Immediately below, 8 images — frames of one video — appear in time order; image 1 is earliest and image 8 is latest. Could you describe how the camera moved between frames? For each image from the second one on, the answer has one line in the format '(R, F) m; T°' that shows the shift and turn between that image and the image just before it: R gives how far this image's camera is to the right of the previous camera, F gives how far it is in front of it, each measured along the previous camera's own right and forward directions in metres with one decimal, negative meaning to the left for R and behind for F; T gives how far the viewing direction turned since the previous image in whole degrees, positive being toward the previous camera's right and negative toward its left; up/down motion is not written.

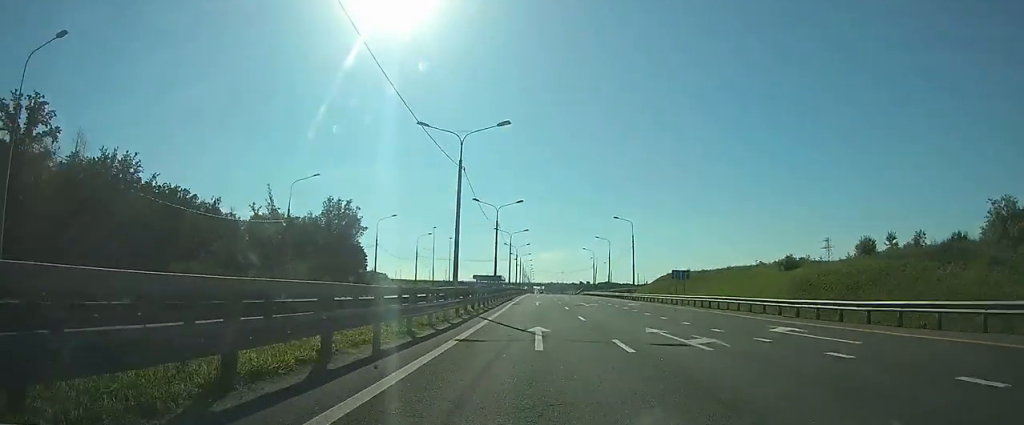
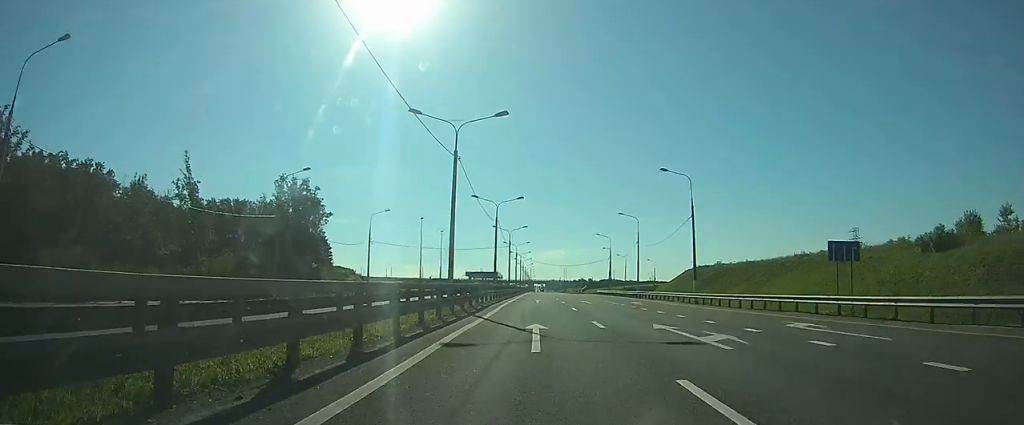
(-0.1, +31.2) m; 0°
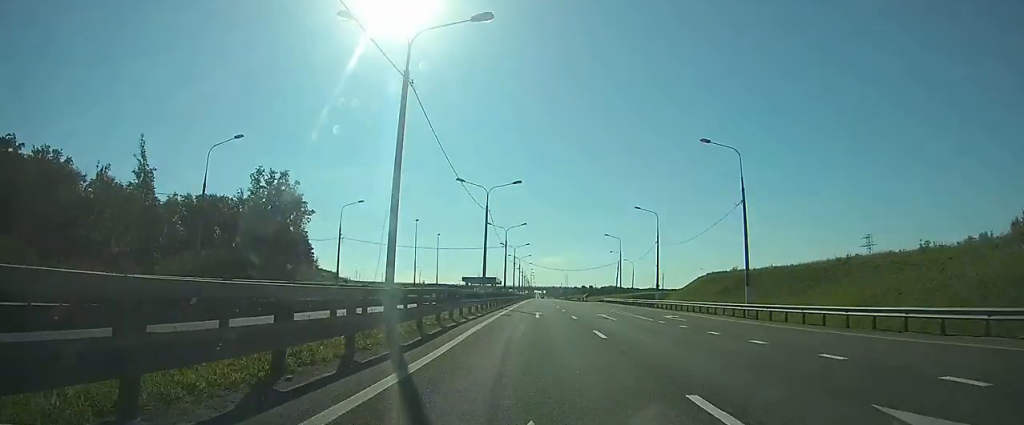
(0.0, +12.4) m; 0°
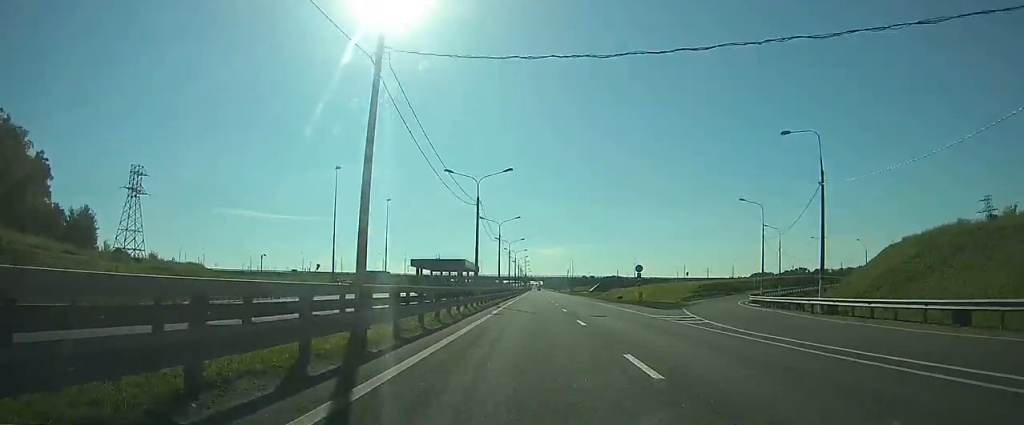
(-0.7, +91.6) m; 0°
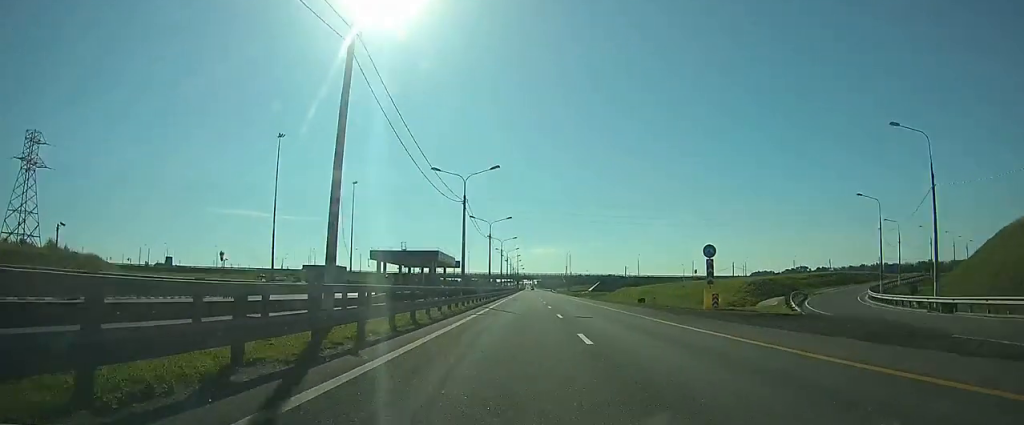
(+0.1, +30.7) m; 0°
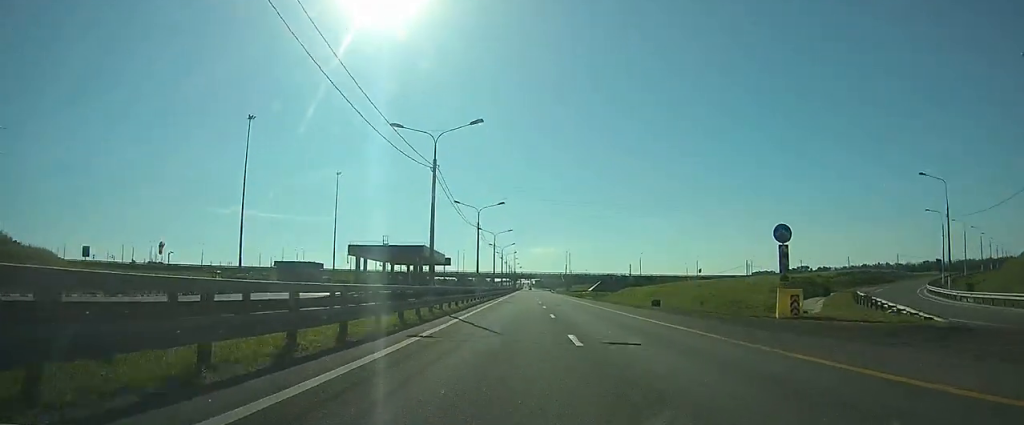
(0.0, +12.3) m; 0°
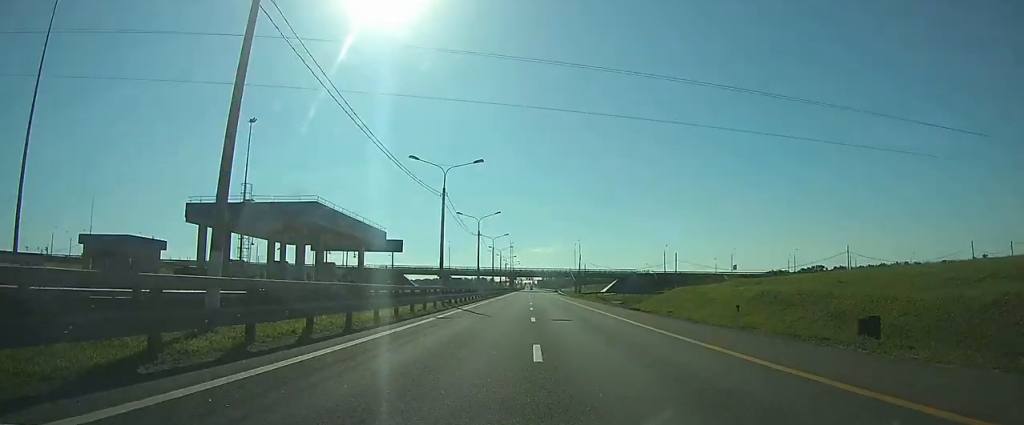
(+0.1, +50.3) m; 0°
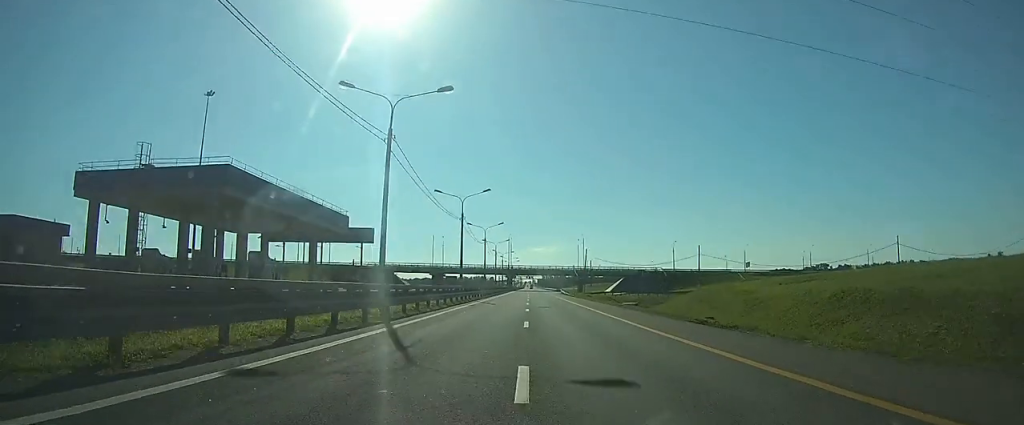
(0.0, +15.4) m; 0°
